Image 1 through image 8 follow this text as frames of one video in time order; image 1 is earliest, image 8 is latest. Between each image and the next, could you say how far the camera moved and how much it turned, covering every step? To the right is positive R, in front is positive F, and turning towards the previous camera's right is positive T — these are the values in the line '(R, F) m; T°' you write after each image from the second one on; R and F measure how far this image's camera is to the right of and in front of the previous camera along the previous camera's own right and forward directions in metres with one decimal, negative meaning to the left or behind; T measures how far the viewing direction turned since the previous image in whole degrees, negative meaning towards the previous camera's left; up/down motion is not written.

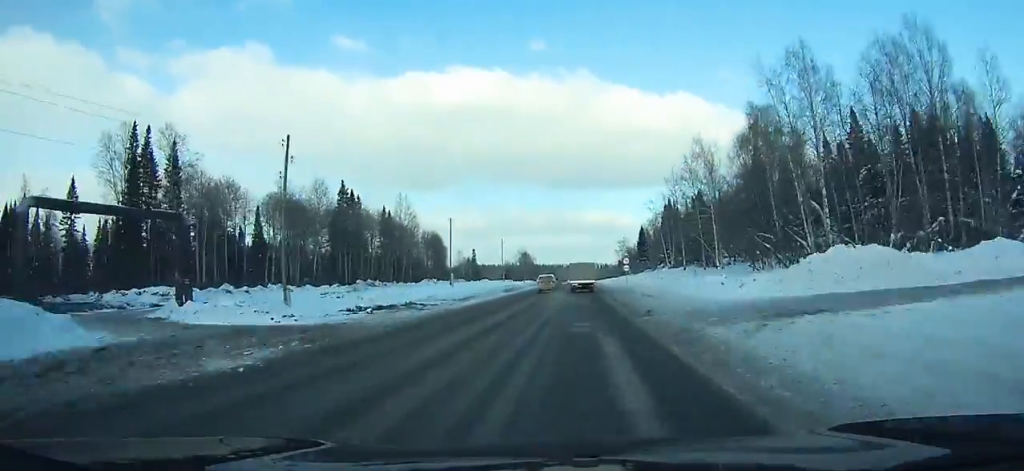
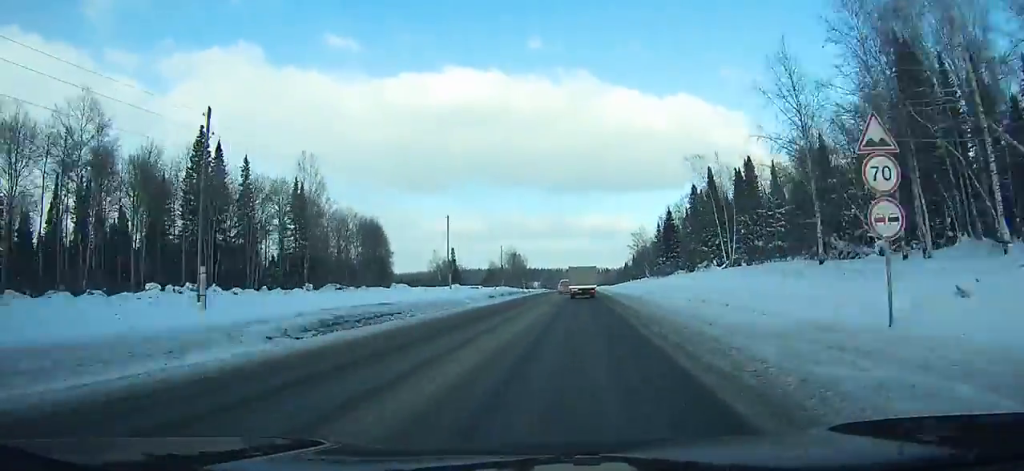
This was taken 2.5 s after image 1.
(0.0, +52.9) m; 0°
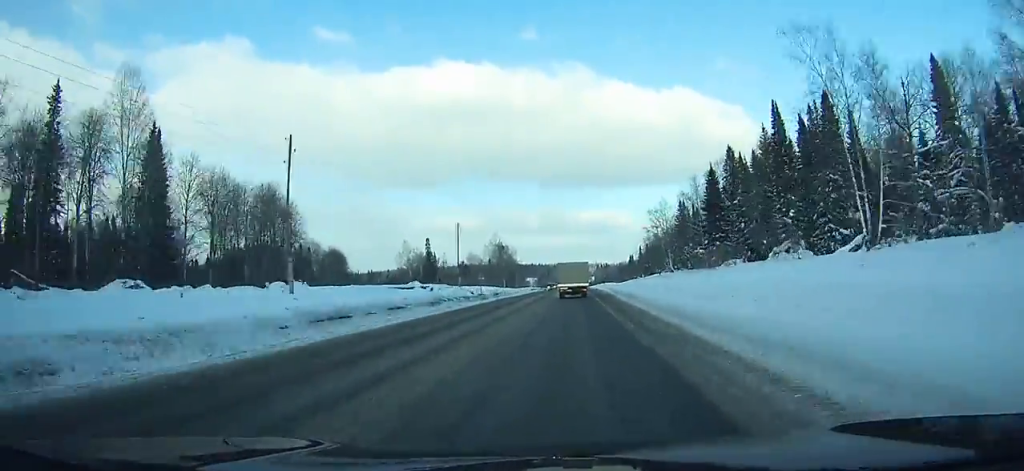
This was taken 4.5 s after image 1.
(+0.1, +41.8) m; 0°
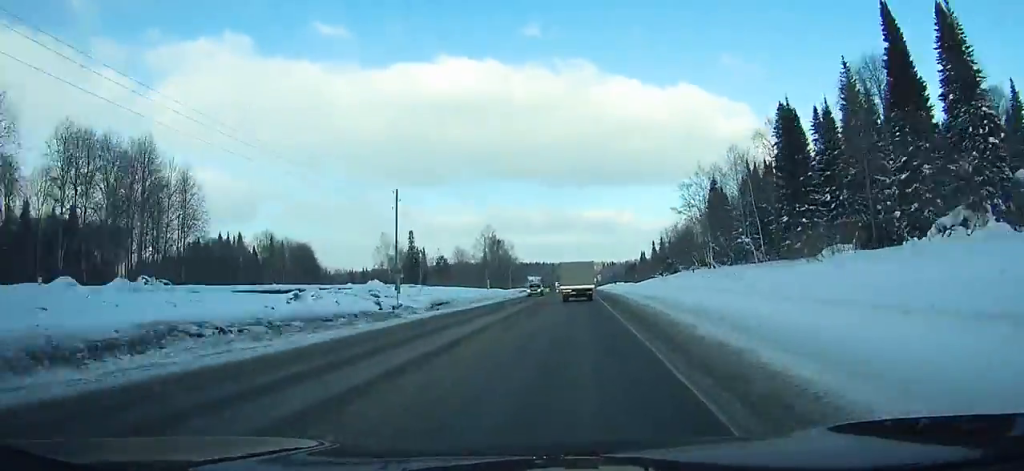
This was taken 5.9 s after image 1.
(-0.1, +28.1) m; 0°
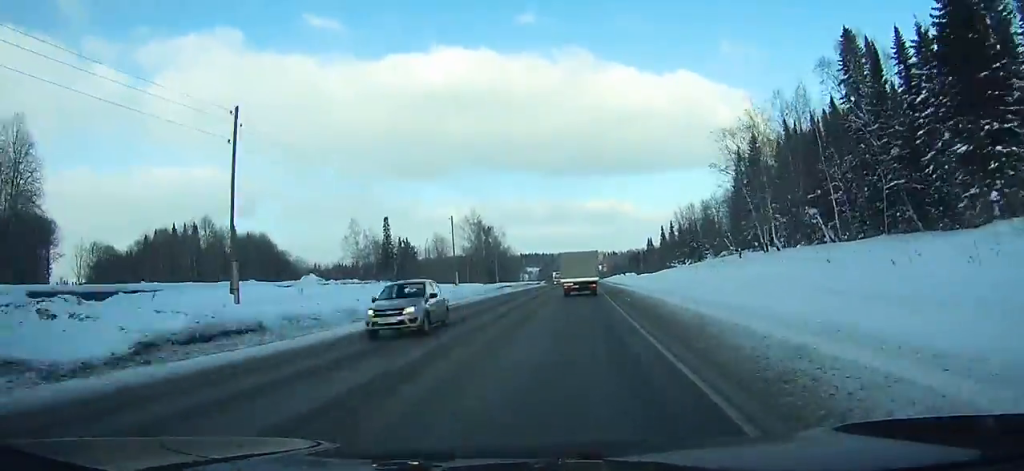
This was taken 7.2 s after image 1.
(+0.1, +26.0) m; 0°
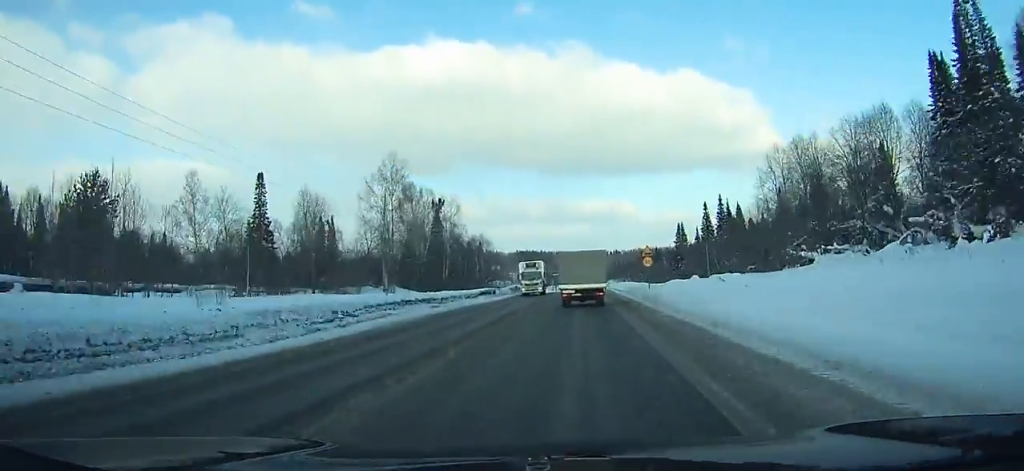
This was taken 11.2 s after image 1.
(-0.7, +71.4) m; 0°
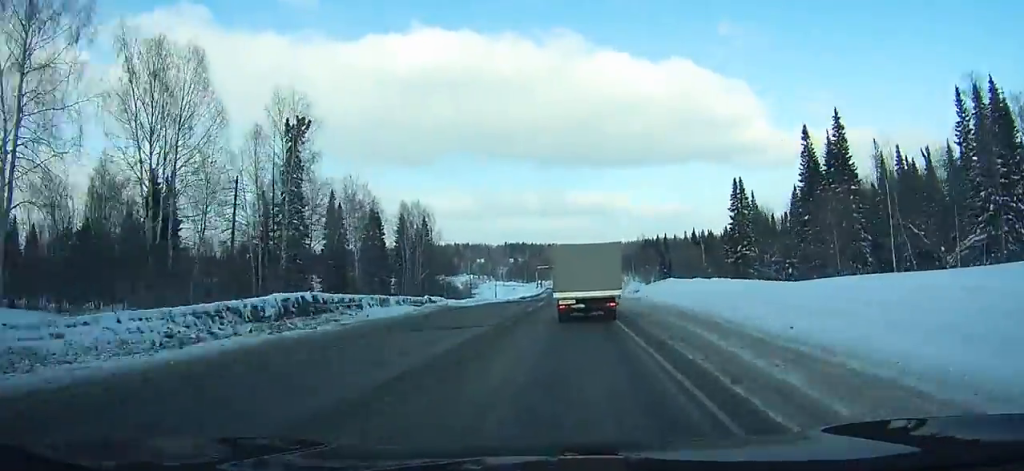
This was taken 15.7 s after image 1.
(+0.6, +68.0) m; +2°
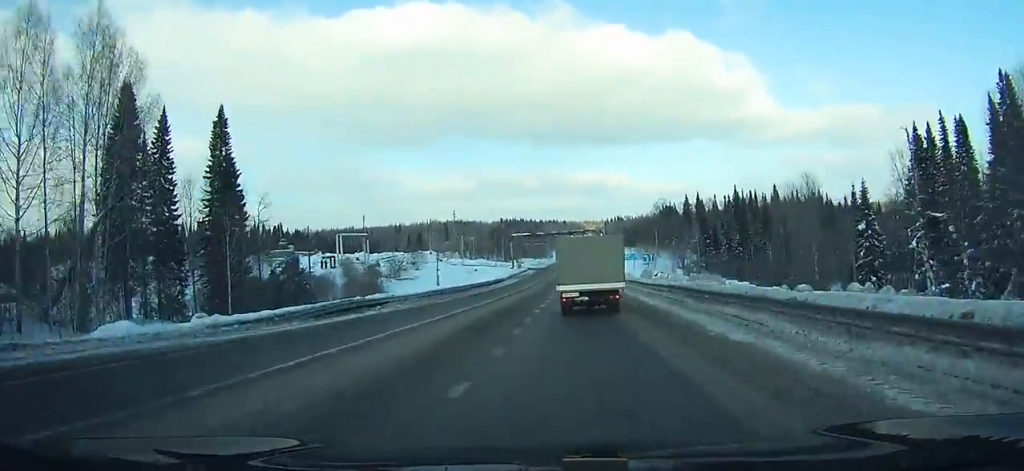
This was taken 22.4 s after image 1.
(+0.6, +88.4) m; 0°
